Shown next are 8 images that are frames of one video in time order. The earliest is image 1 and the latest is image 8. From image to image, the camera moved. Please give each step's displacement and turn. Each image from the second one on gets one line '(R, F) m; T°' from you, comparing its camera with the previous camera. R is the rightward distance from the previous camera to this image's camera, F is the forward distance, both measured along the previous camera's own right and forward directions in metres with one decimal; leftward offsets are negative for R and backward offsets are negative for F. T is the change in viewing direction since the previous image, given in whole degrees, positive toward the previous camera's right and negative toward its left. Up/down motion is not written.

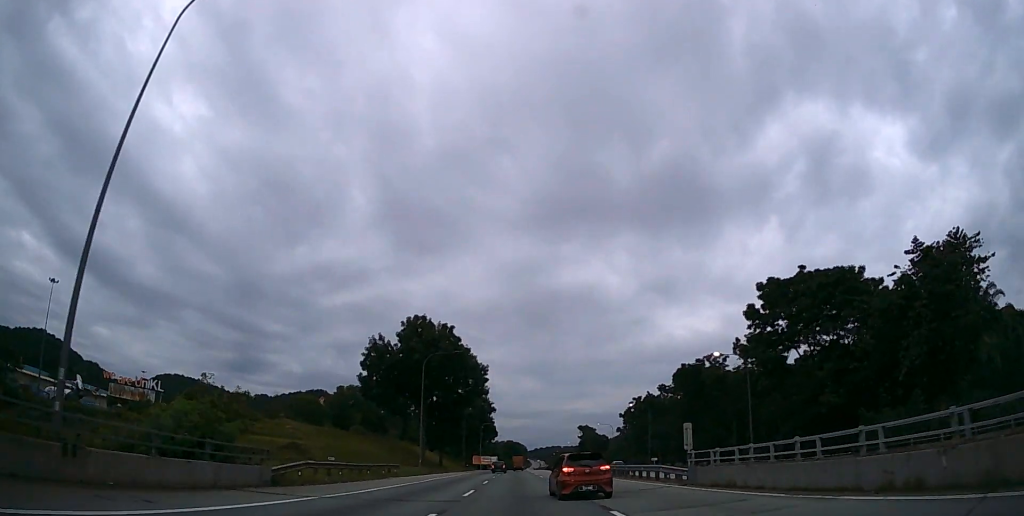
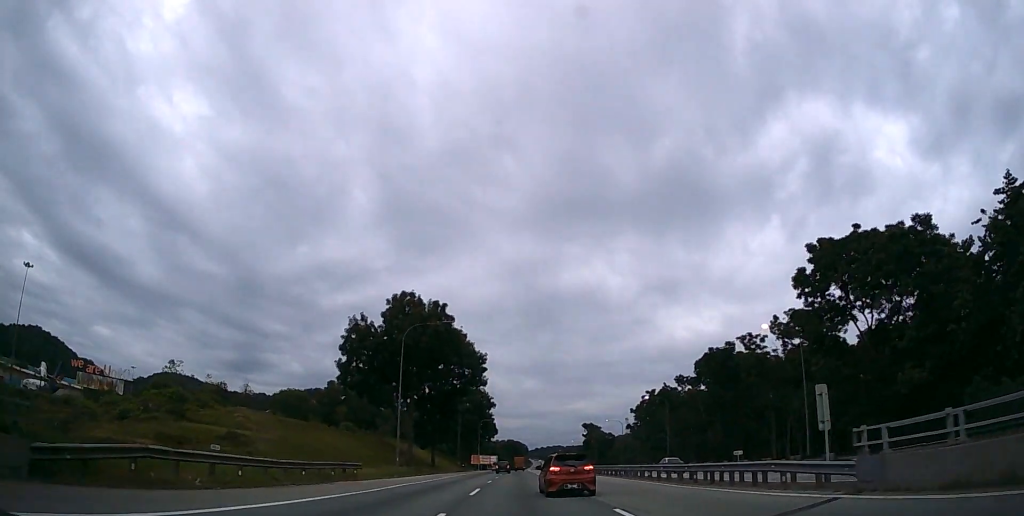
(0.0, +11.7) m; 0°
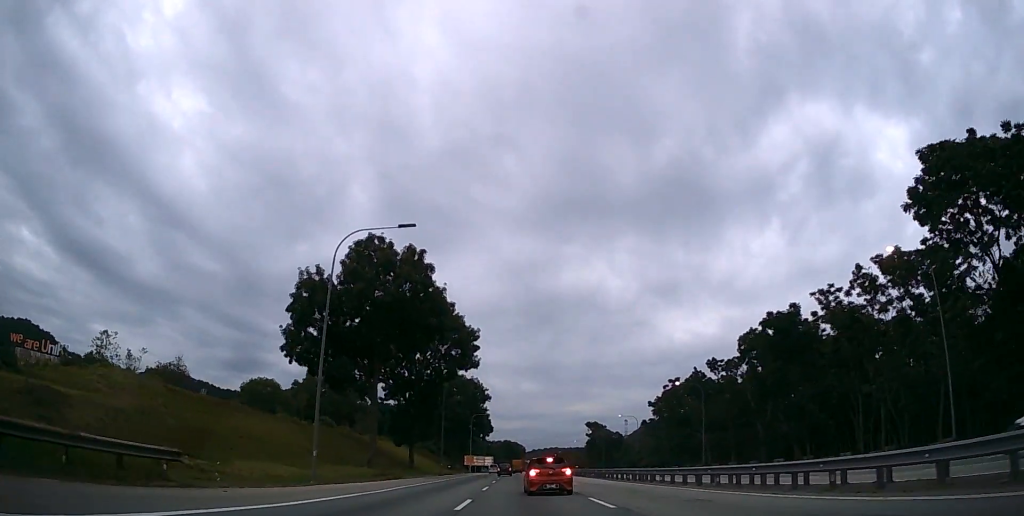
(0.0, +18.6) m; 0°
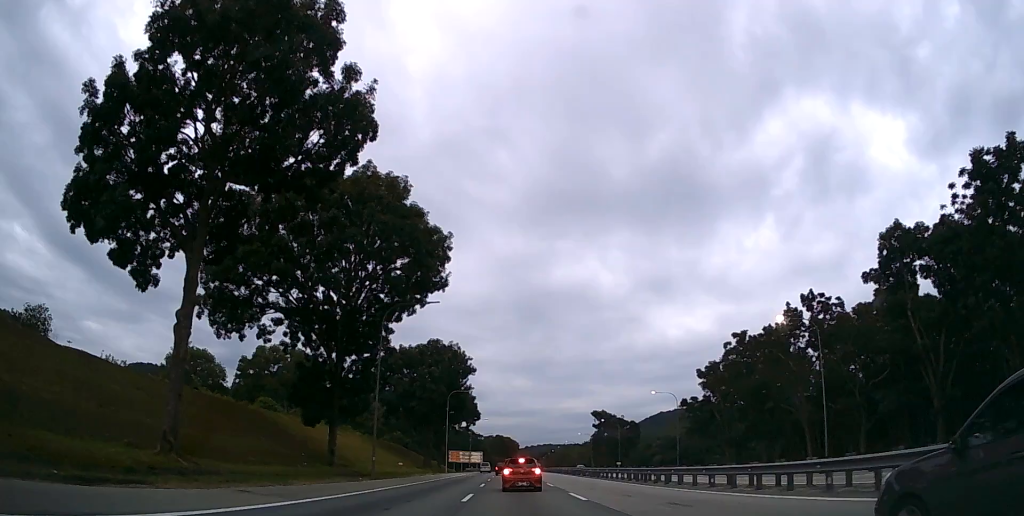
(+0.2, +32.3) m; +1°
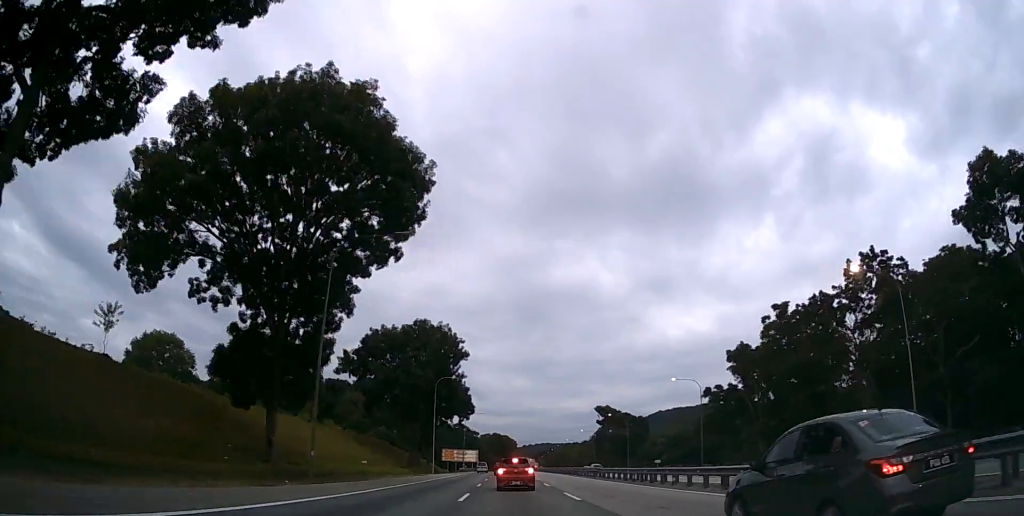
(0.0, +11.7) m; 0°
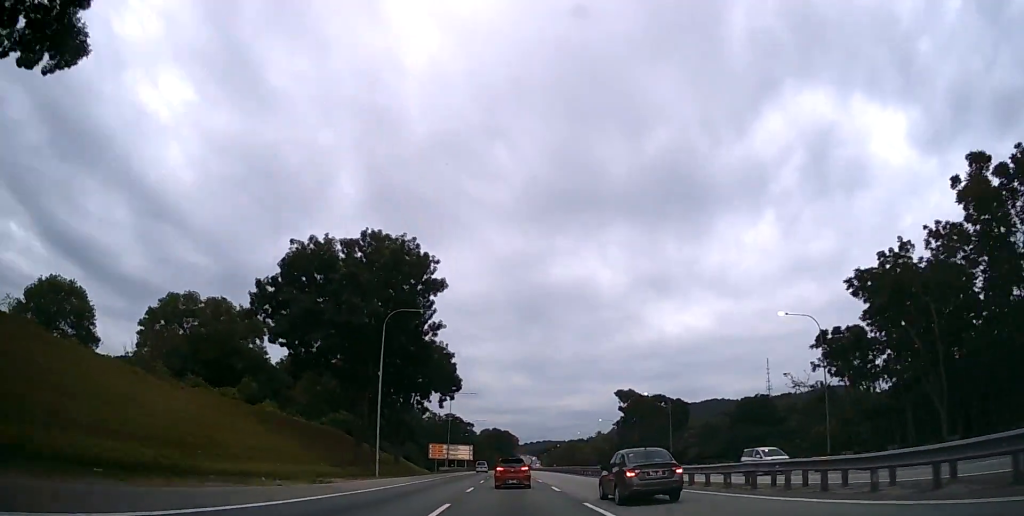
(+0.2, +30.3) m; 0°
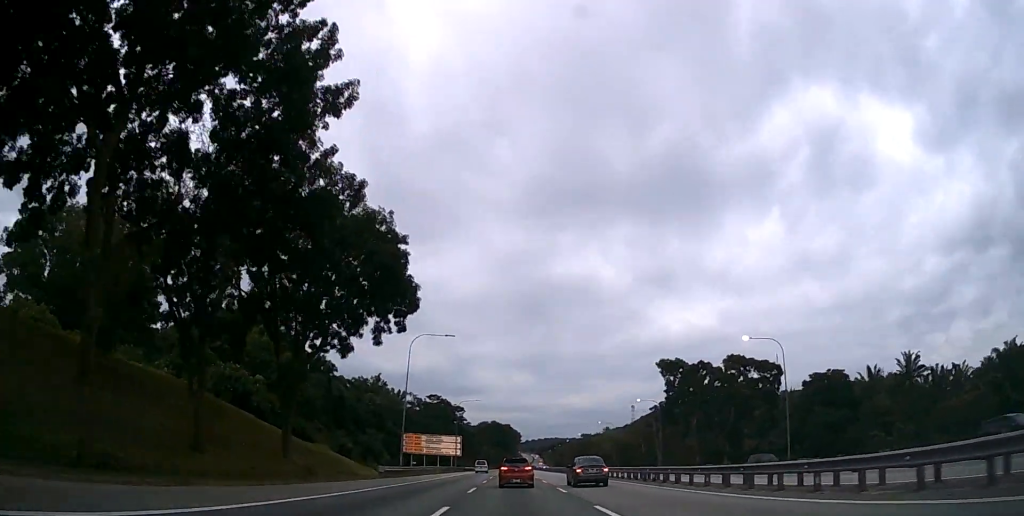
(0.0, +37.1) m; 0°
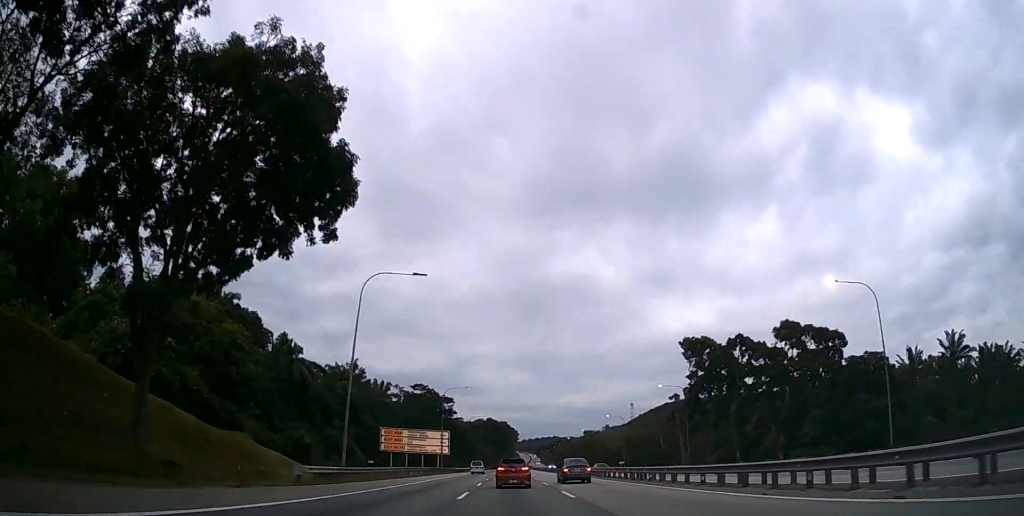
(+0.1, +15.6) m; 0°
